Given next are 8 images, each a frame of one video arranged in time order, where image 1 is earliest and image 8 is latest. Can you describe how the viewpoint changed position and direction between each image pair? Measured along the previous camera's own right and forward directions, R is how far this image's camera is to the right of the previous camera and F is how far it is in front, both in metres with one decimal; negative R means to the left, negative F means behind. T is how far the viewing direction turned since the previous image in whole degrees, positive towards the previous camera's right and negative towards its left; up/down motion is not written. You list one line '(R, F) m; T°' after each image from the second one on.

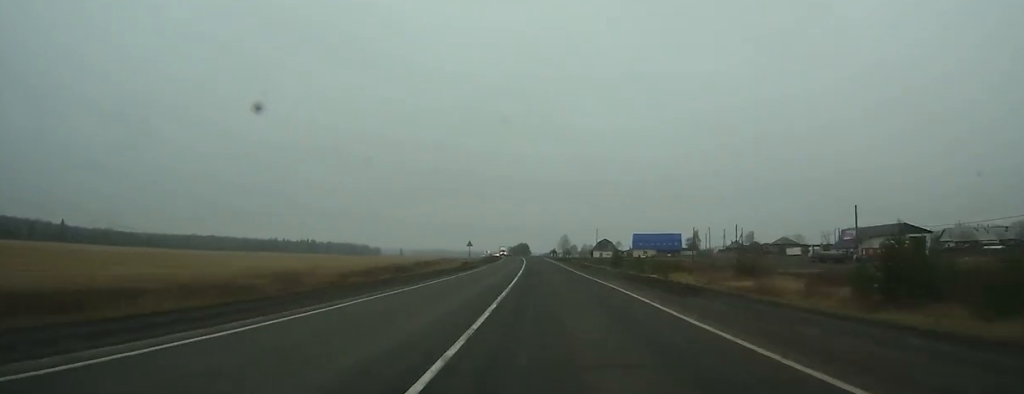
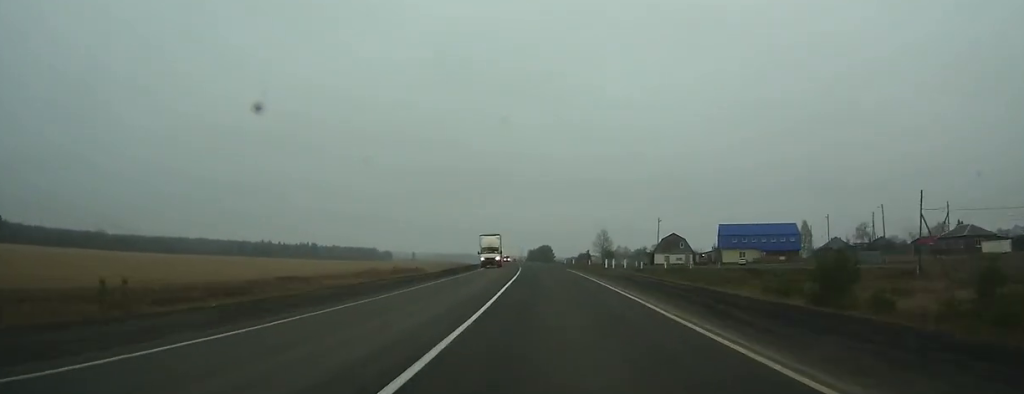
(-1.2, +87.4) m; -2°
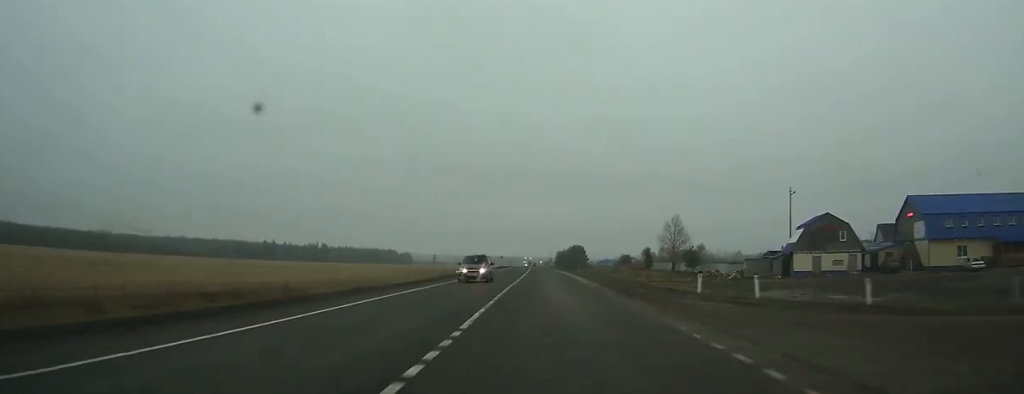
(-0.9, +66.7) m; -2°
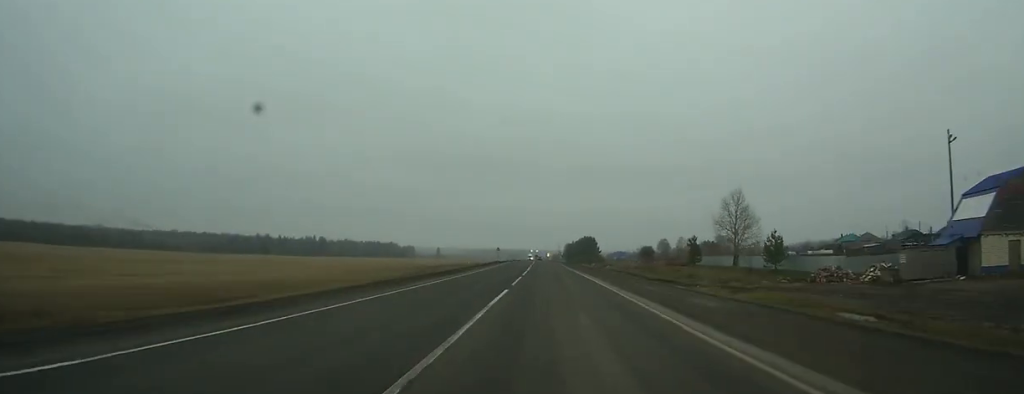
(-0.3, +33.1) m; -1°
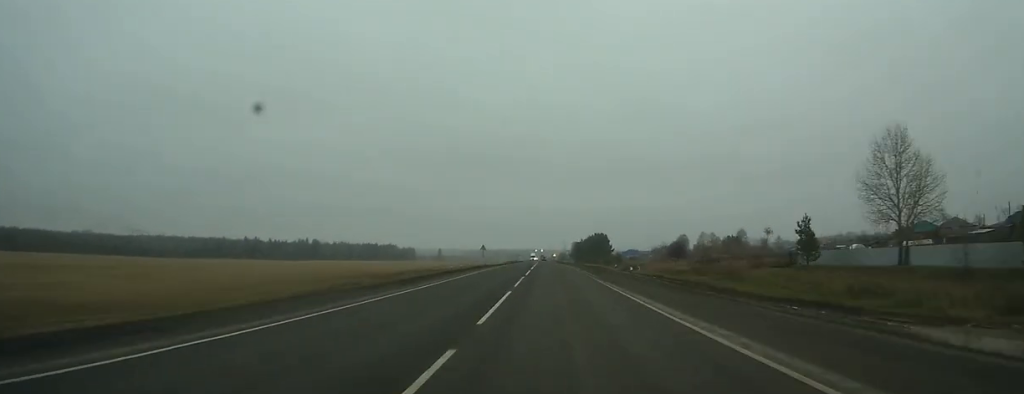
(-0.5, +38.1) m; -1°
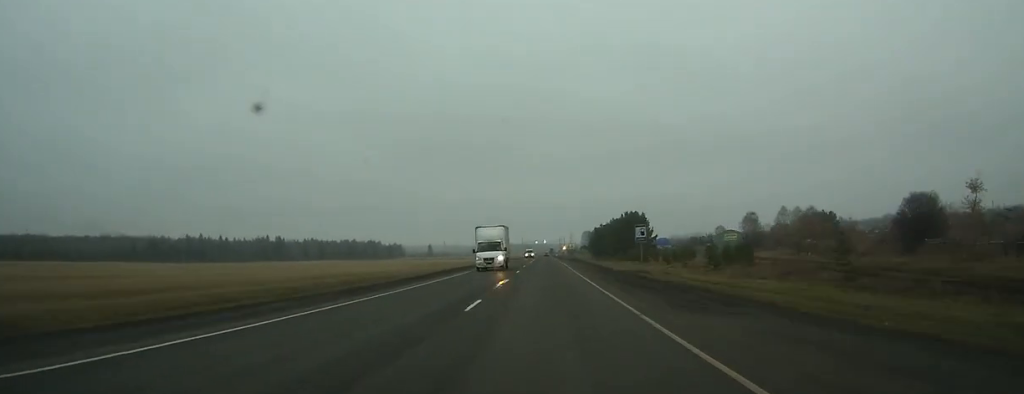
(-1.0, +108.5) m; -1°
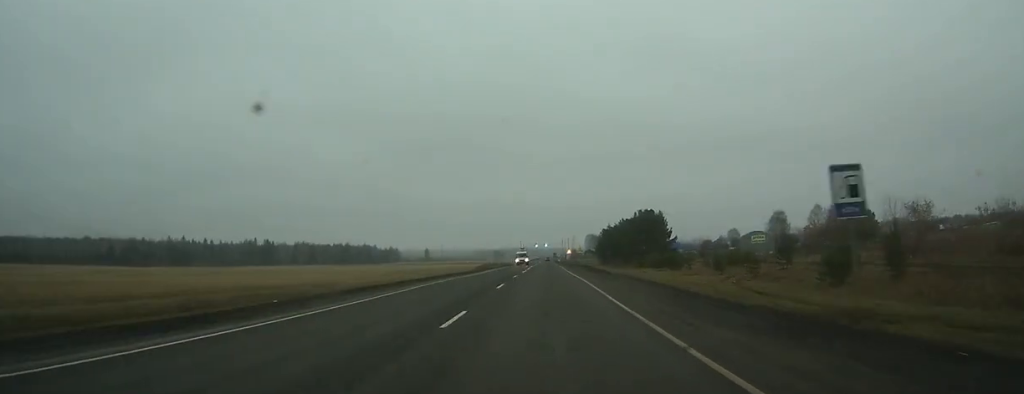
(-0.2, +26.4) m; 0°
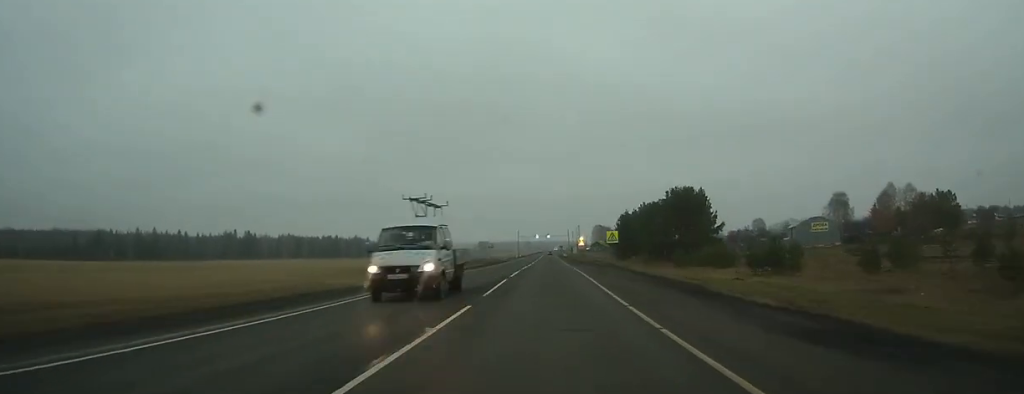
(-0.2, +39.9) m; -1°
